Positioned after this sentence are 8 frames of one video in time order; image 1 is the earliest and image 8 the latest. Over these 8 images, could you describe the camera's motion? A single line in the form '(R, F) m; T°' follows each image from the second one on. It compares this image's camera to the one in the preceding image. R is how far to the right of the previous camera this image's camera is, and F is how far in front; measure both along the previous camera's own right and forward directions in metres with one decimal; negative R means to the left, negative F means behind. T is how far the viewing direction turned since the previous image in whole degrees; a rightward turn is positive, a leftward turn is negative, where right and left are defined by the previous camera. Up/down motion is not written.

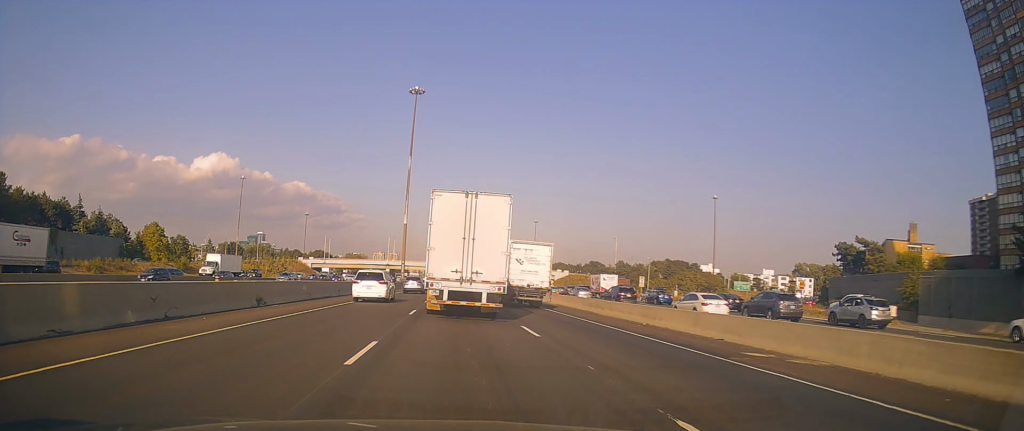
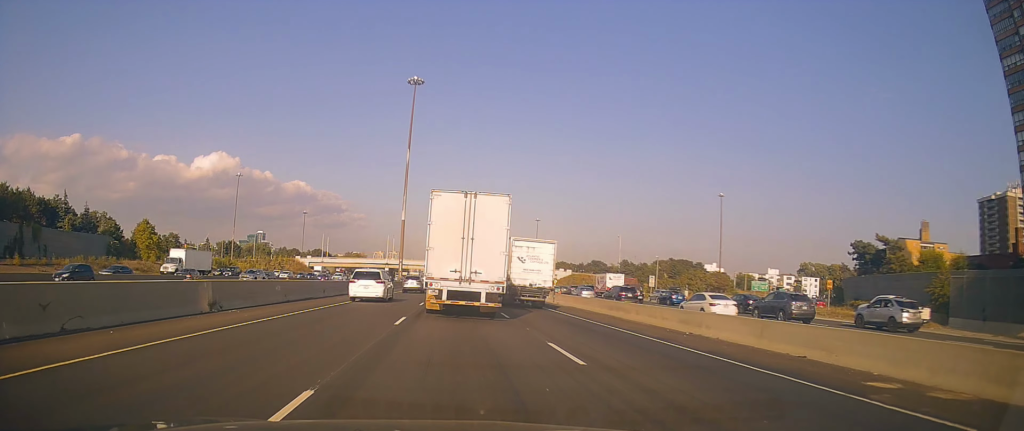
(0.0, +5.0) m; 0°
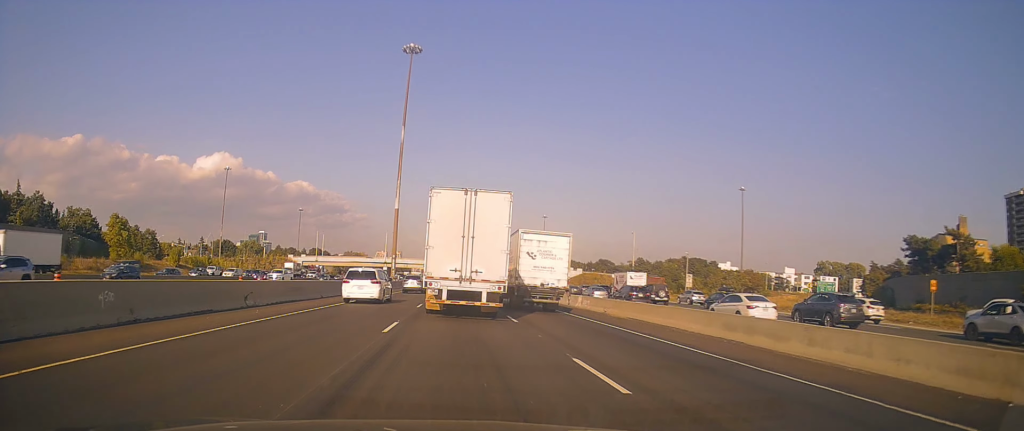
(-0.1, +14.7) m; 0°
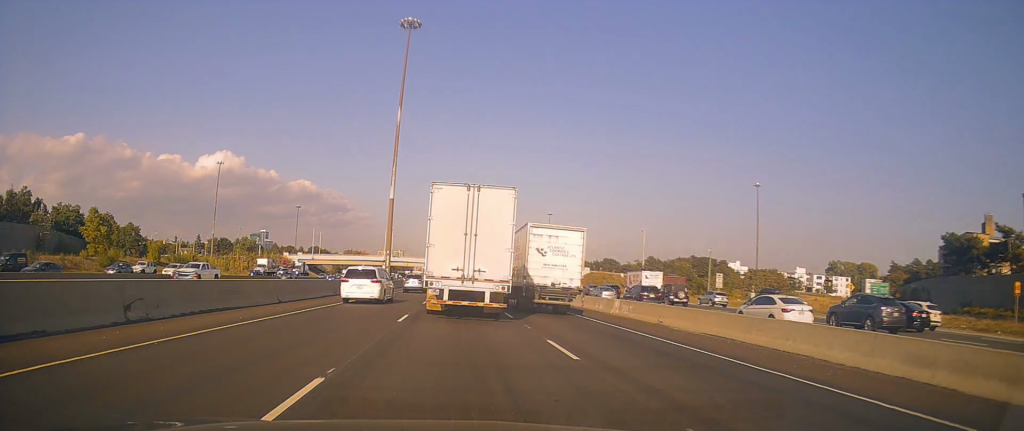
(-0.1, +9.2) m; +2°
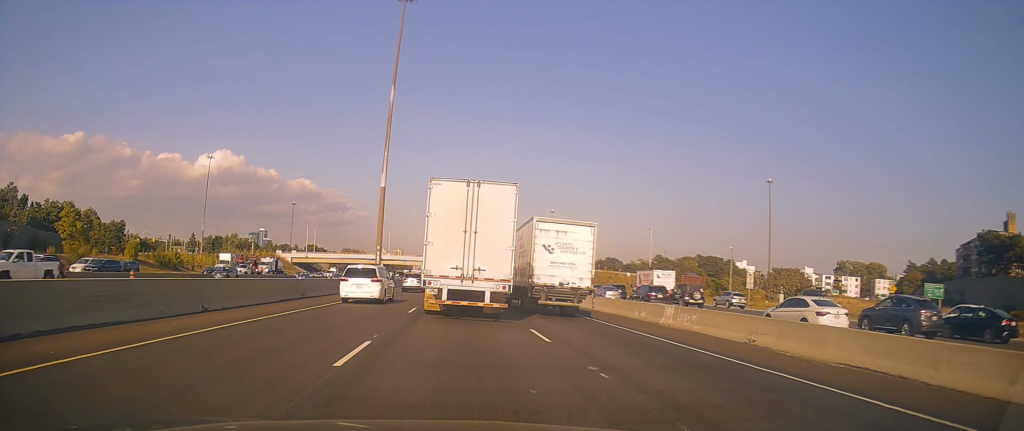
(+0.4, +8.3) m; 0°
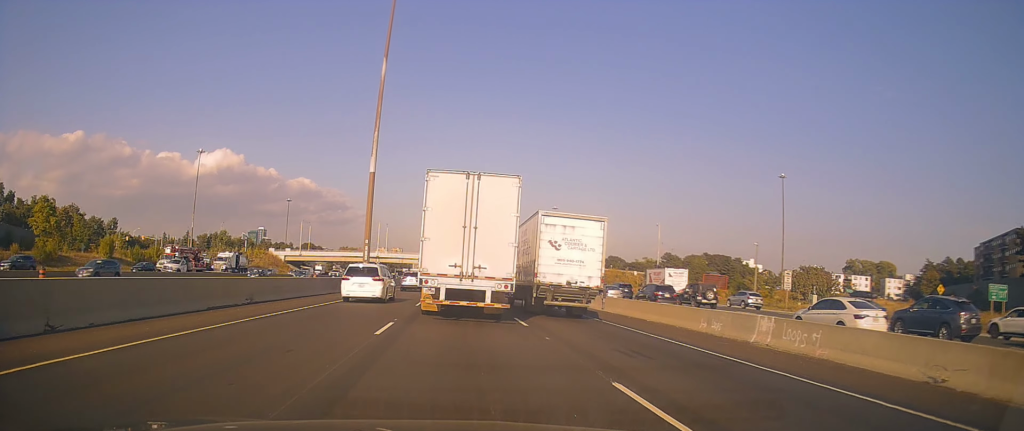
(-0.1, +8.0) m; -1°
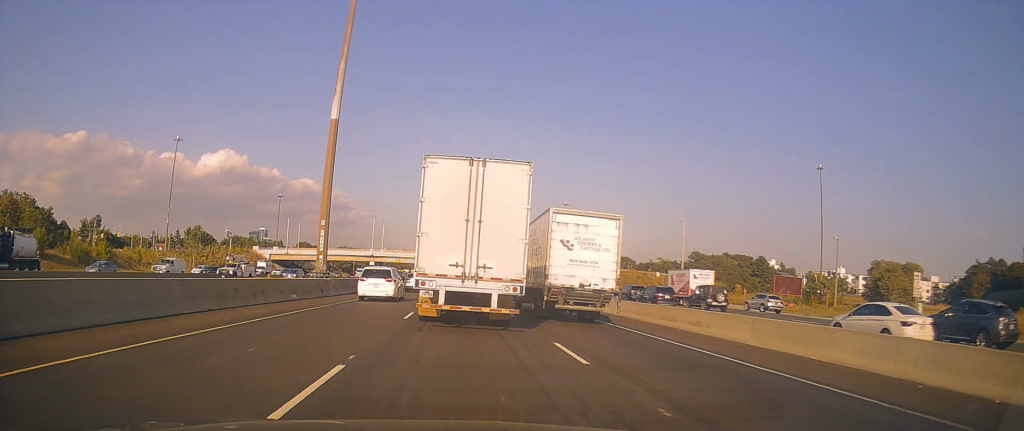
(-0.1, +19.3) m; +1°
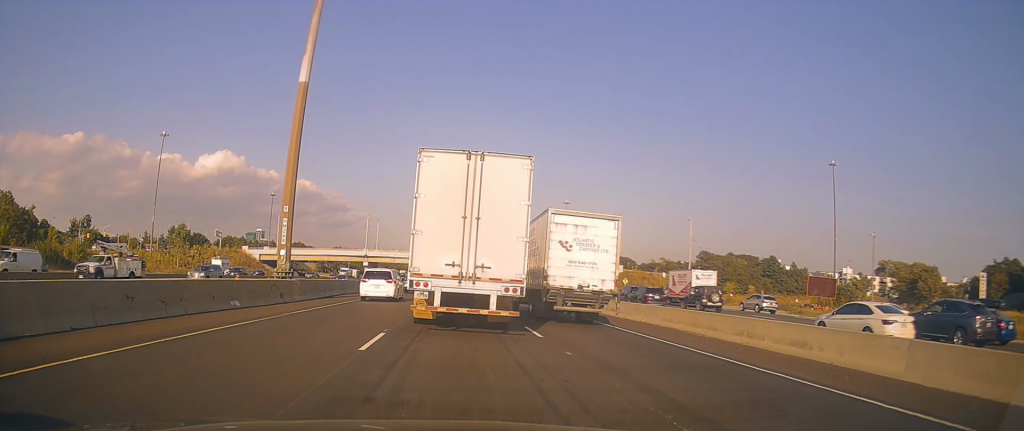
(+0.1, +7.5) m; 0°
